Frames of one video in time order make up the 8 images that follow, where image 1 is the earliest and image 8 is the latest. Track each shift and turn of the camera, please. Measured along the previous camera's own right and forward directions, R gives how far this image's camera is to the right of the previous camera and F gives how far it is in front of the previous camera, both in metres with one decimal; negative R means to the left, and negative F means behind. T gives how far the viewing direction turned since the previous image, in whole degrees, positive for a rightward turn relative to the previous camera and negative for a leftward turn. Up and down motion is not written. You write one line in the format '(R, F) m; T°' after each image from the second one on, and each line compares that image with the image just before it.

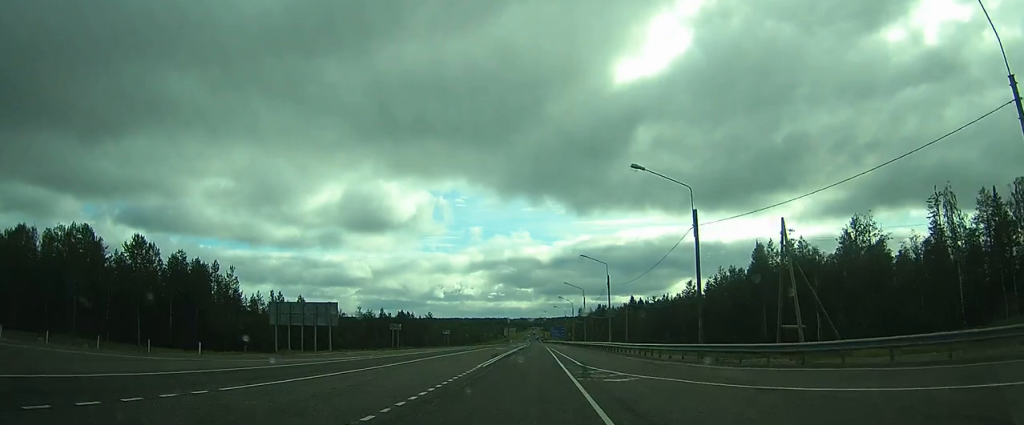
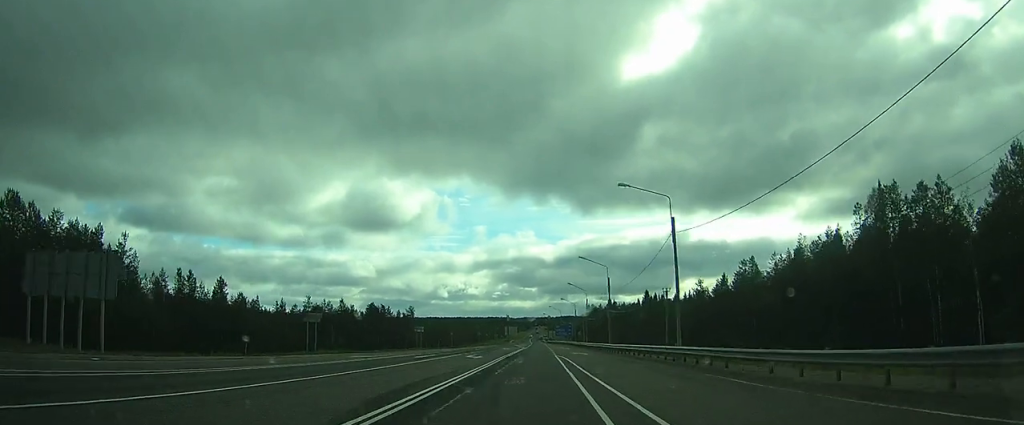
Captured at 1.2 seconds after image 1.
(+0.1, +29.9) m; +1°
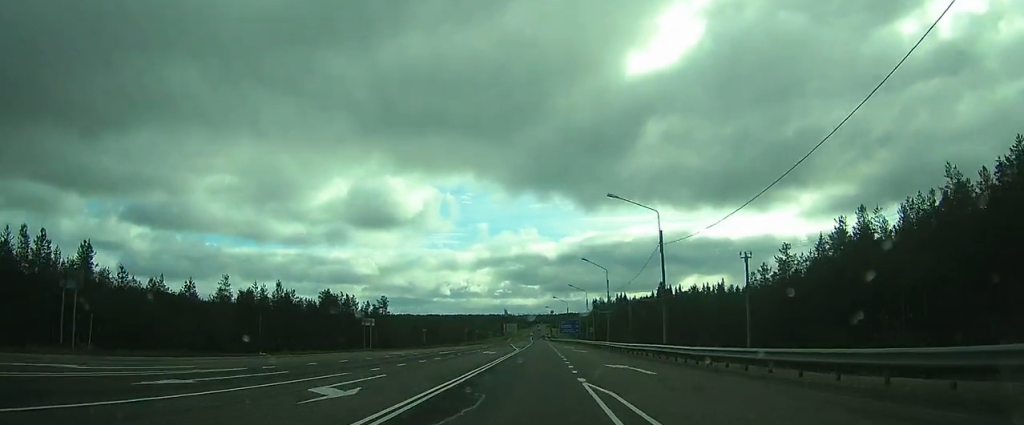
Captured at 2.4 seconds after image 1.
(+0.3, +27.9) m; +1°
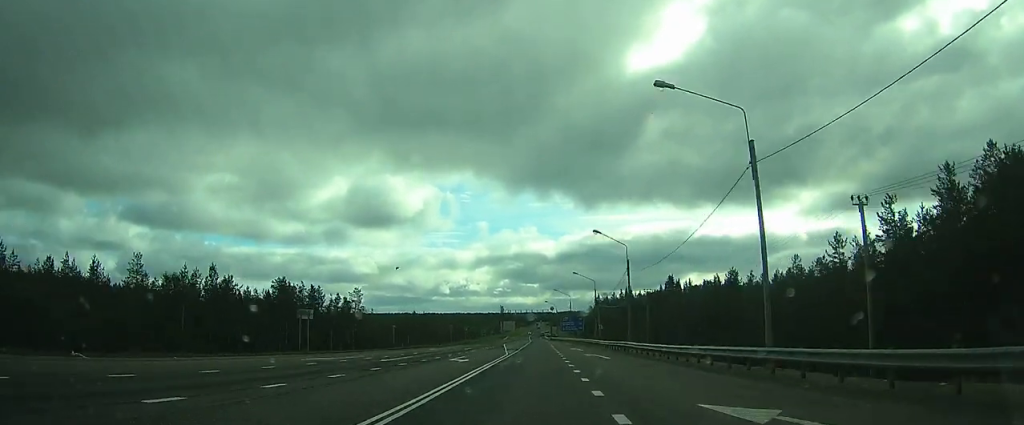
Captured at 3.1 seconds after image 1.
(+0.1, +17.4) m; 0°
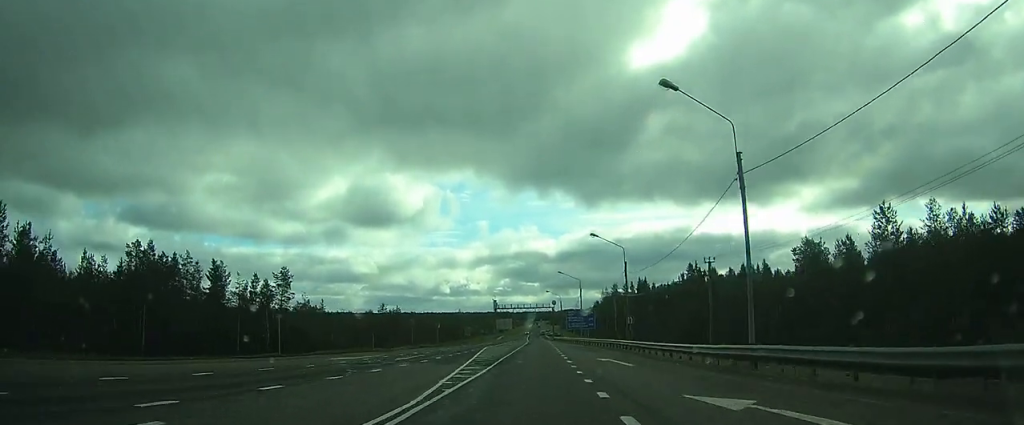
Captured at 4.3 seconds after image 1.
(+0.2, +30.6) m; 0°
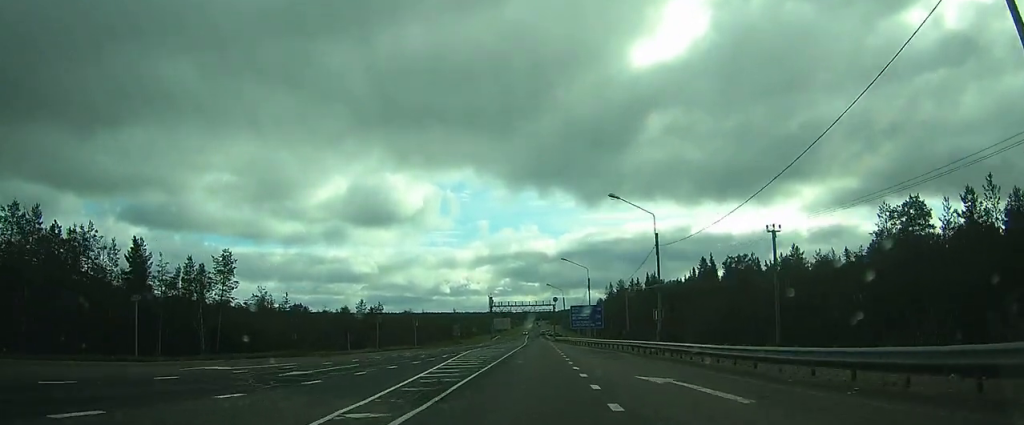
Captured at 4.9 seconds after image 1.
(0.0, +14.6) m; -1°
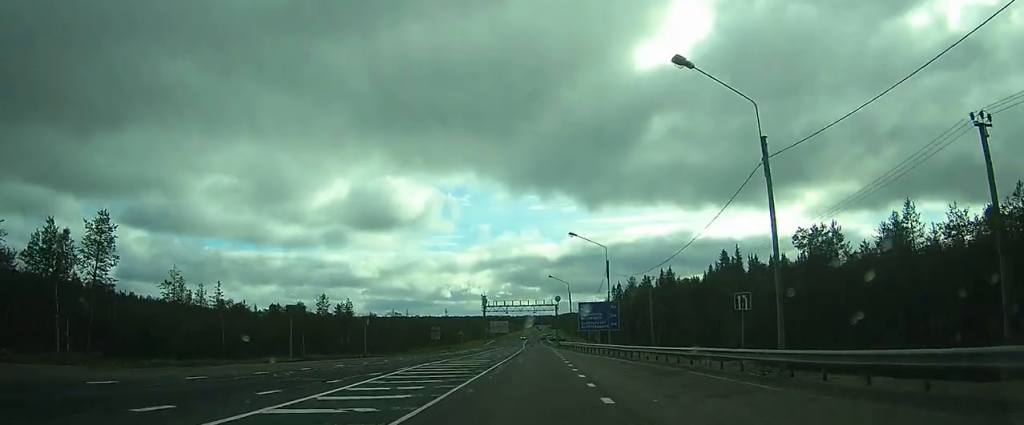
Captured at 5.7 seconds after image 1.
(-0.2, +19.1) m; -1°
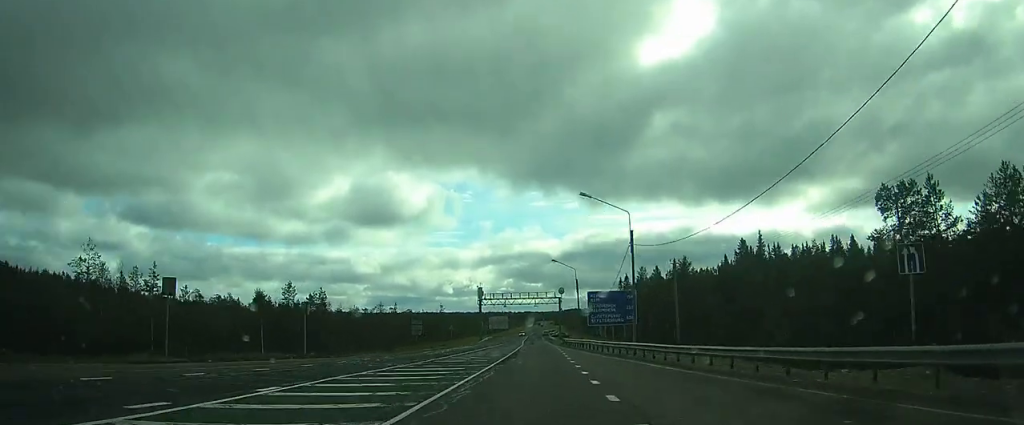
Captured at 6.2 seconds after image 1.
(-0.1, +12.5) m; 0°
